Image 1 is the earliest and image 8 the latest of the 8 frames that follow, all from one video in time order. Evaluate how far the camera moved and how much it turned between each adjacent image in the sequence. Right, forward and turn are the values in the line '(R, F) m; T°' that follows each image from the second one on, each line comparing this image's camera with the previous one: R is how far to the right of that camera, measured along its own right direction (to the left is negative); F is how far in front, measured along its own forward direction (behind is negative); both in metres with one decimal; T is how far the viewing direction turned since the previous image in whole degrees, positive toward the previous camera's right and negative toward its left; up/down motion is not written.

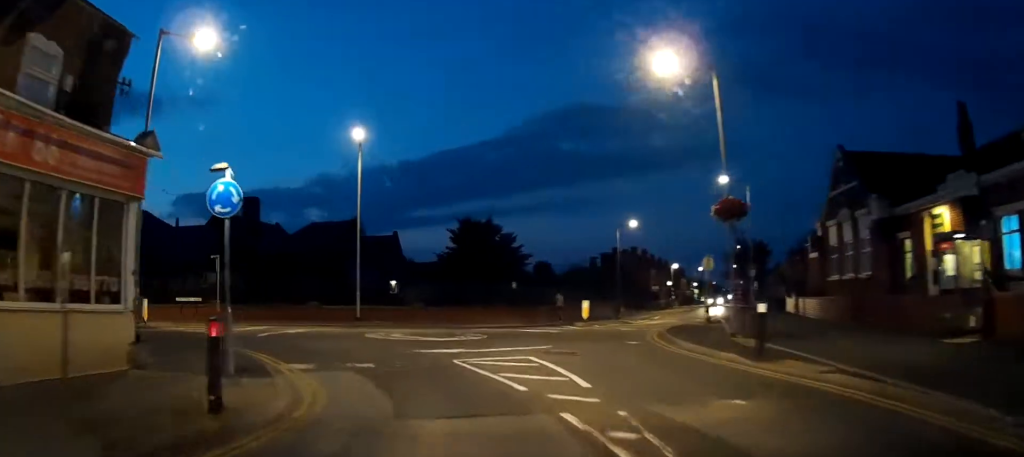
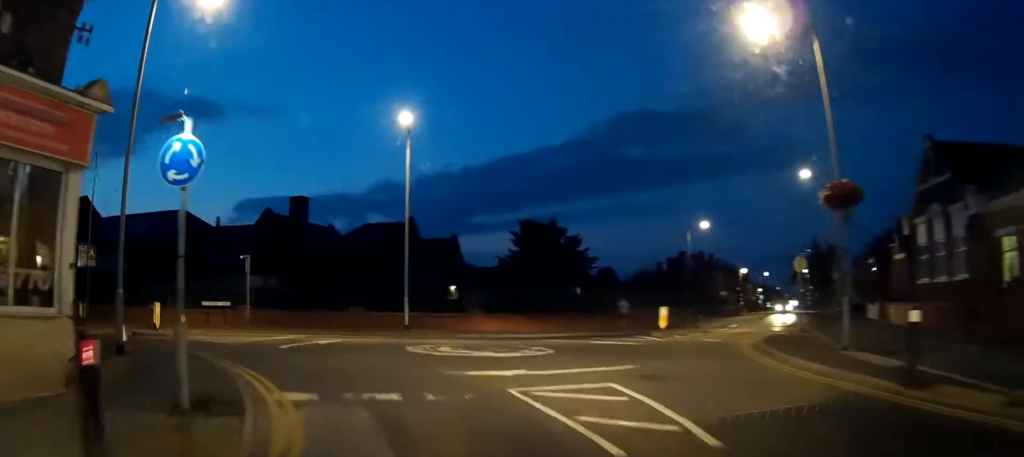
(0.0, +3.4) m; -2°
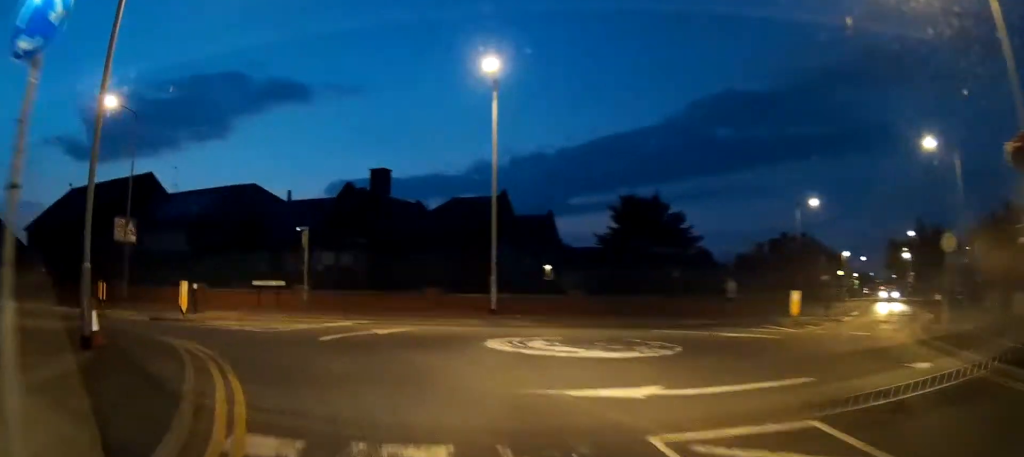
(0.0, +4.4) m; -5°
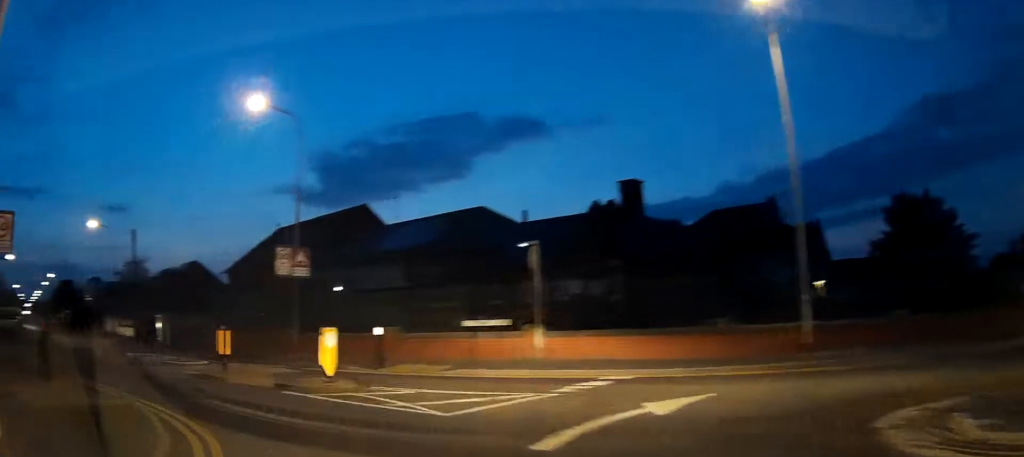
(-1.0, +6.8) m; -18°
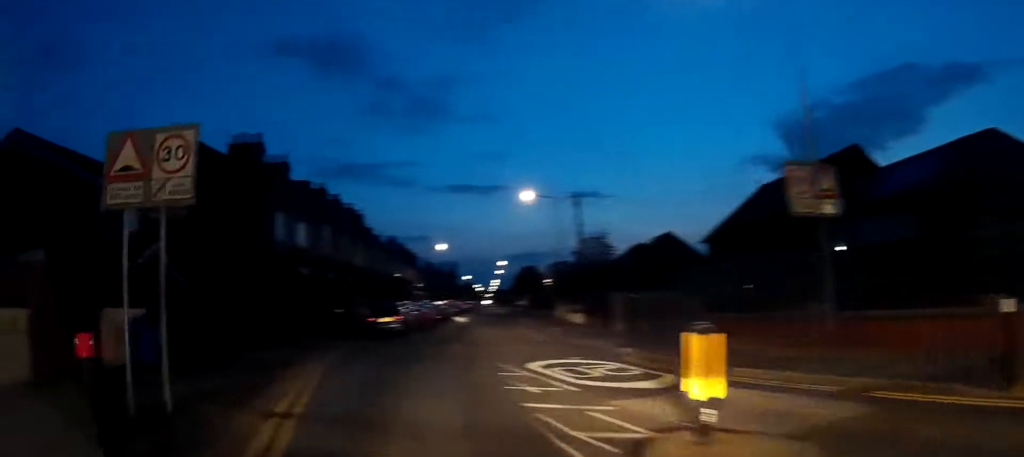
(-2.3, +8.8) m; -40°
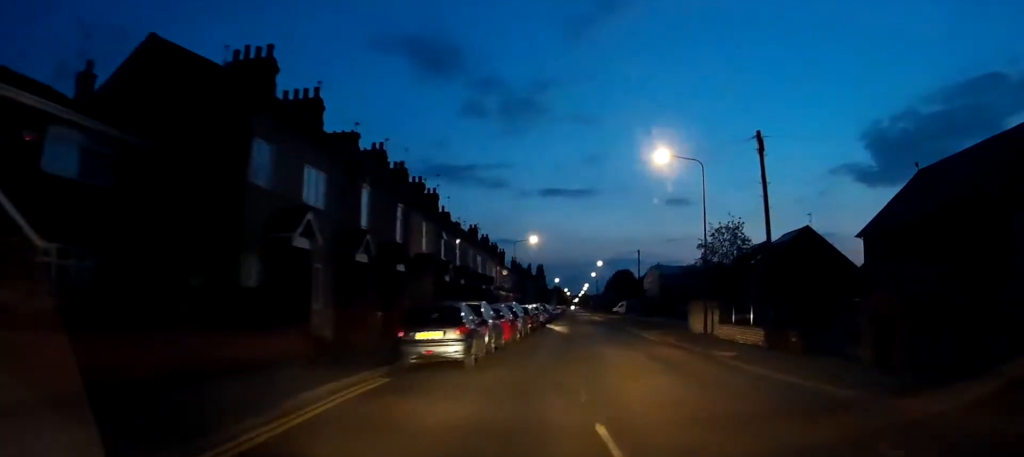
(-4.0, +10.1) m; -26°
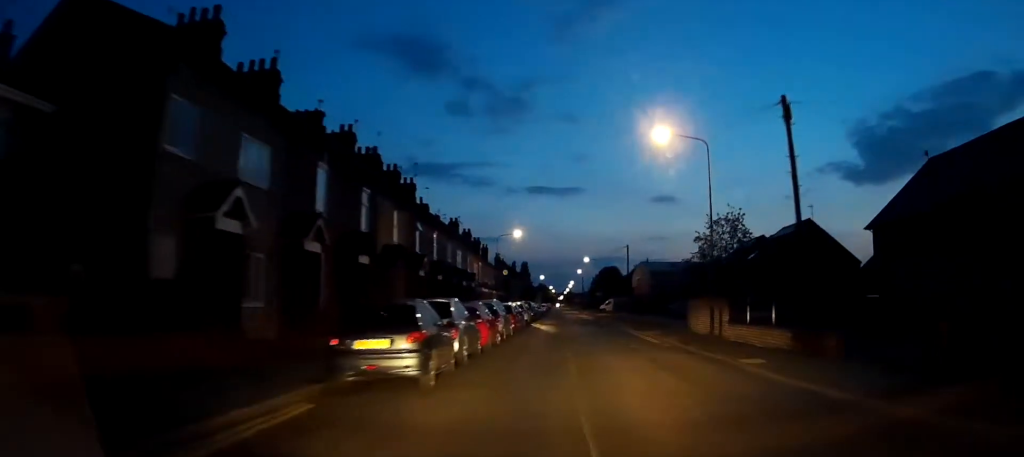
(0.0, +2.9) m; 0°
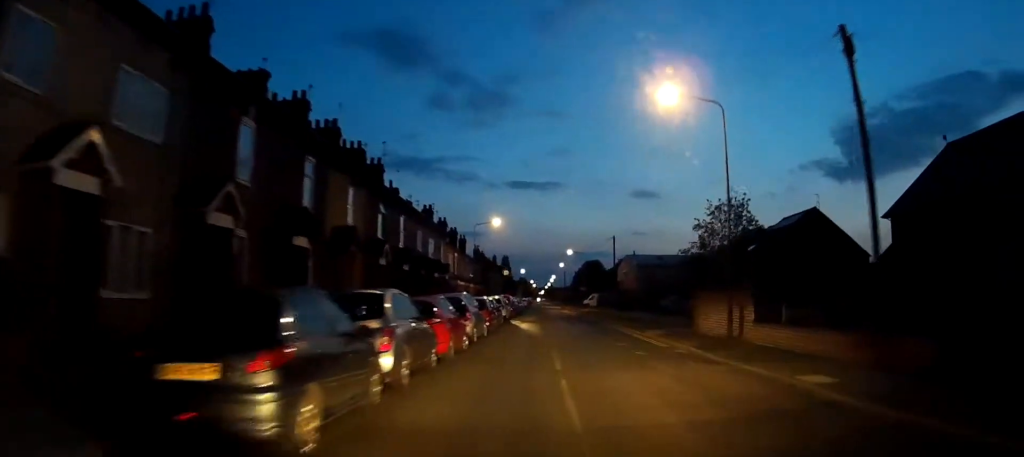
(-0.1, +4.0) m; +1°
